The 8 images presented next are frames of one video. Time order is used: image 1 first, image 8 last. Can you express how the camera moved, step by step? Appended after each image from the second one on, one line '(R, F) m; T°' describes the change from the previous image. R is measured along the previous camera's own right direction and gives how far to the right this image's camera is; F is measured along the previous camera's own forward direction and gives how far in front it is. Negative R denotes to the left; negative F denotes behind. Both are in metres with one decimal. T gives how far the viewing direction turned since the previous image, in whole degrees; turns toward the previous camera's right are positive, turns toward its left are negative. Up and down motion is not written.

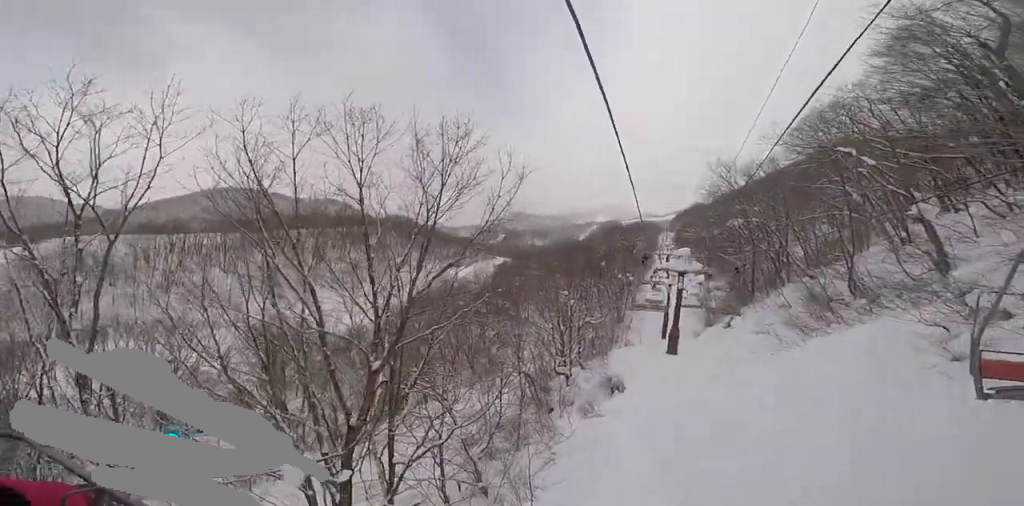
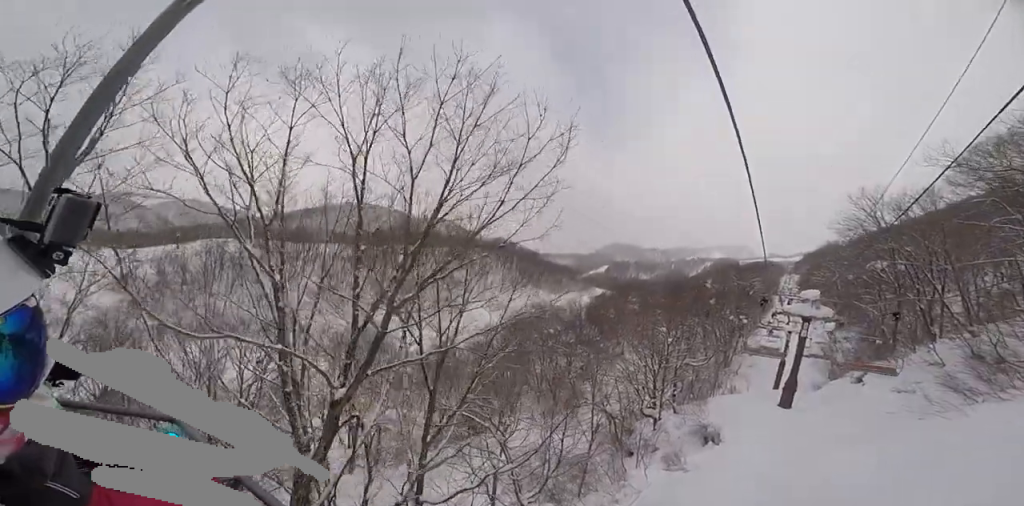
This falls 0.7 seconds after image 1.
(+0.4, +2.8) m; -2°
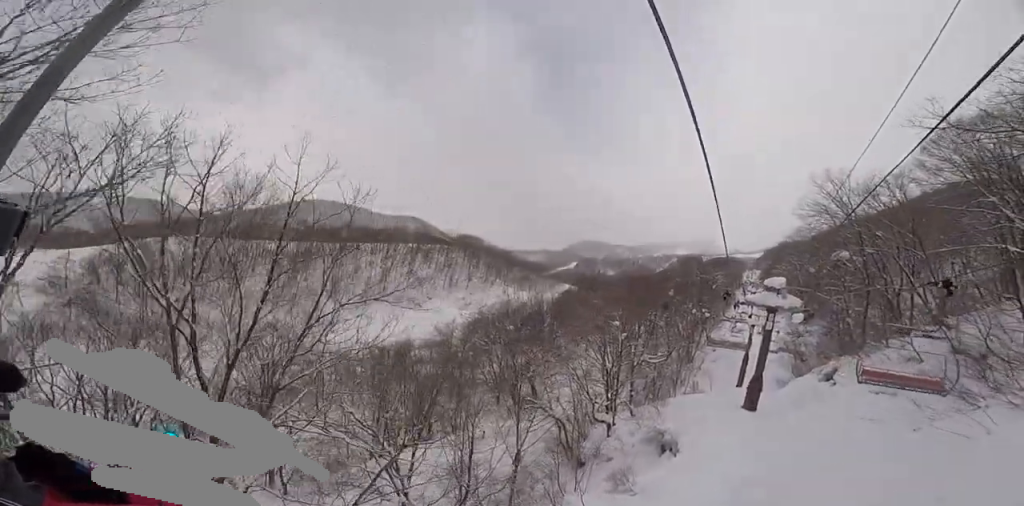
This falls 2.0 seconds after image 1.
(-1.2, +5.1) m; -6°
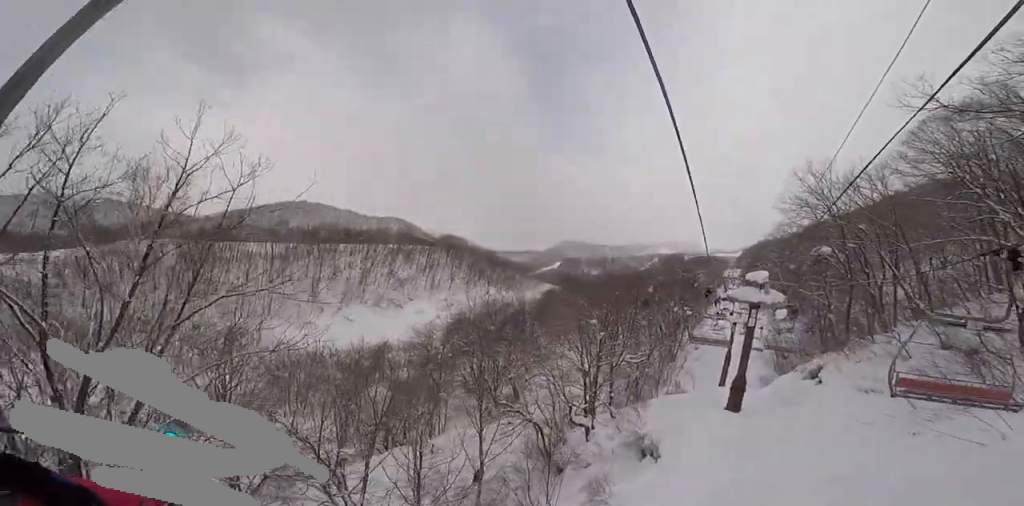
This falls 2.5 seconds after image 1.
(-0.4, +2.0) m; +10°
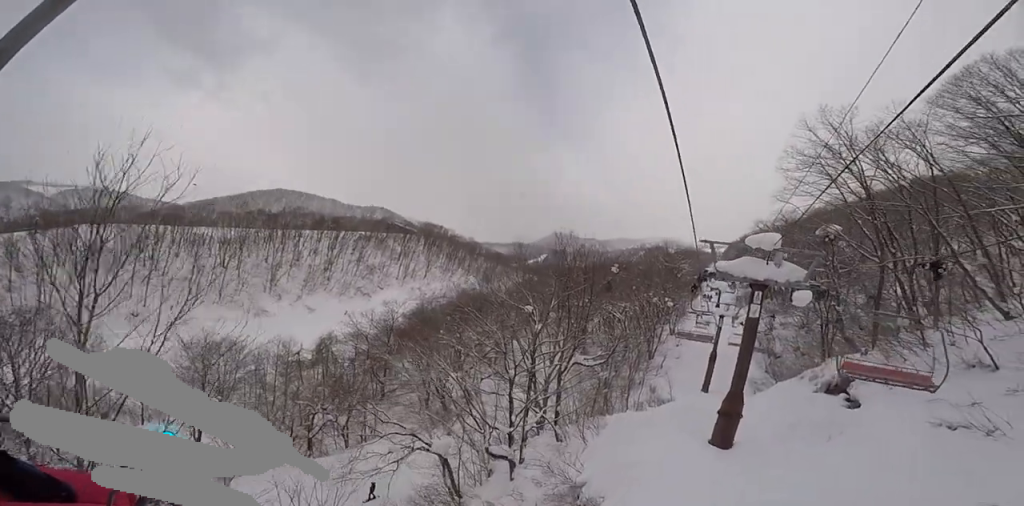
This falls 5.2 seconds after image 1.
(-1.1, +11.2) m; -7°
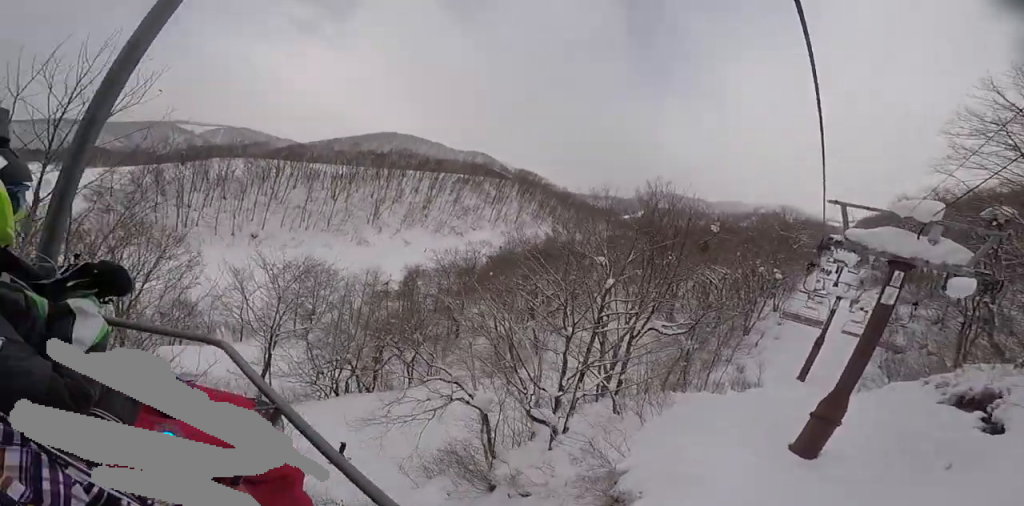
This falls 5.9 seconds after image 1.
(+0.2, +2.6) m; +8°
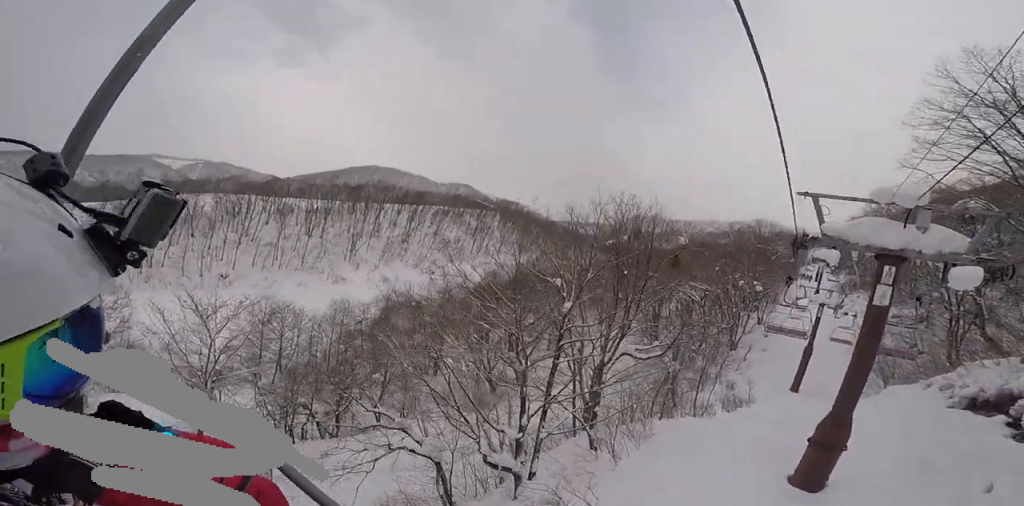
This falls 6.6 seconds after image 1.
(+1.2, +3.0) m; 0°
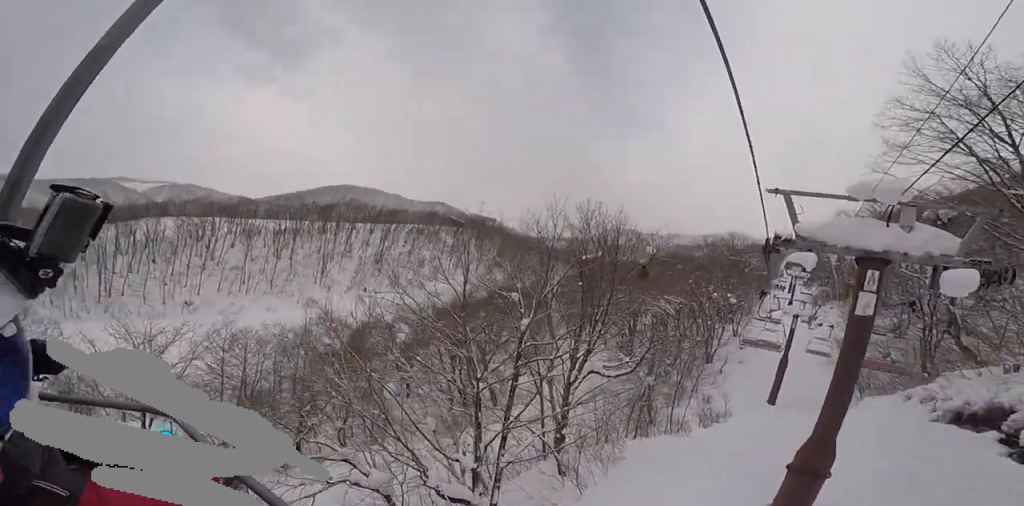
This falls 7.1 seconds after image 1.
(-0.8, +1.9) m; -11°
